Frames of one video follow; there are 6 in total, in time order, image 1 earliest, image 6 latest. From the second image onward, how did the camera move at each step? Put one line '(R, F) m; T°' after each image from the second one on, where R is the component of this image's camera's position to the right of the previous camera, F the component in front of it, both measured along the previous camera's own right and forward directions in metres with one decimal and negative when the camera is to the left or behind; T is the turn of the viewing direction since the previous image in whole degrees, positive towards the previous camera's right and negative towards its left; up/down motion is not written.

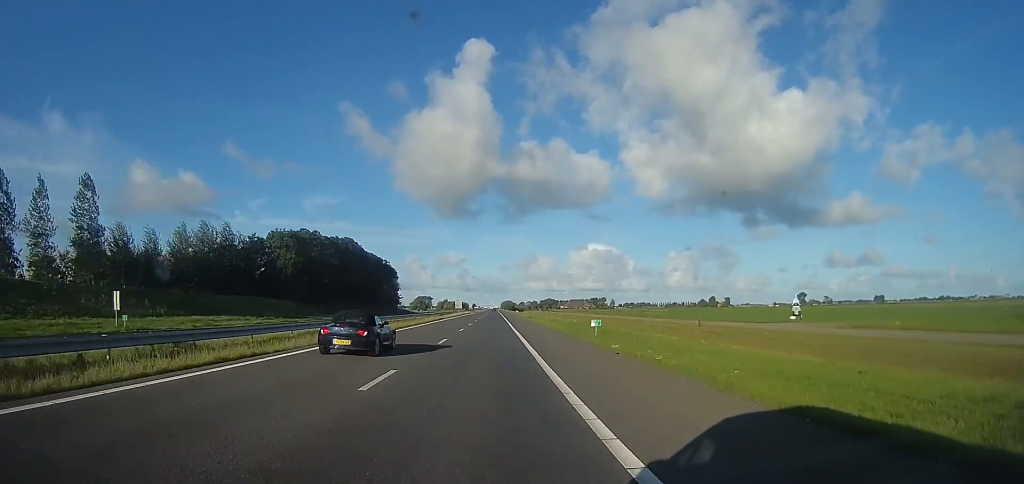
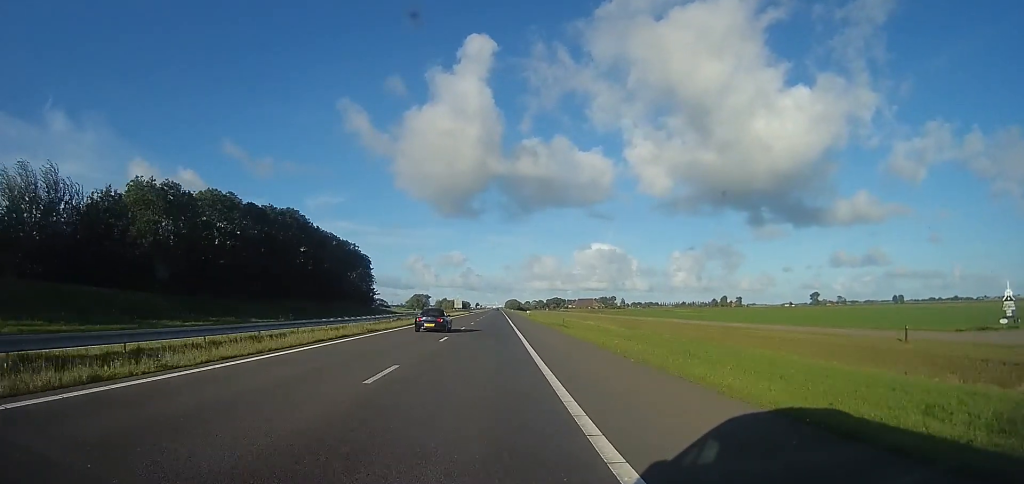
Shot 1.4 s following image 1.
(+0.9, +35.1) m; +3°
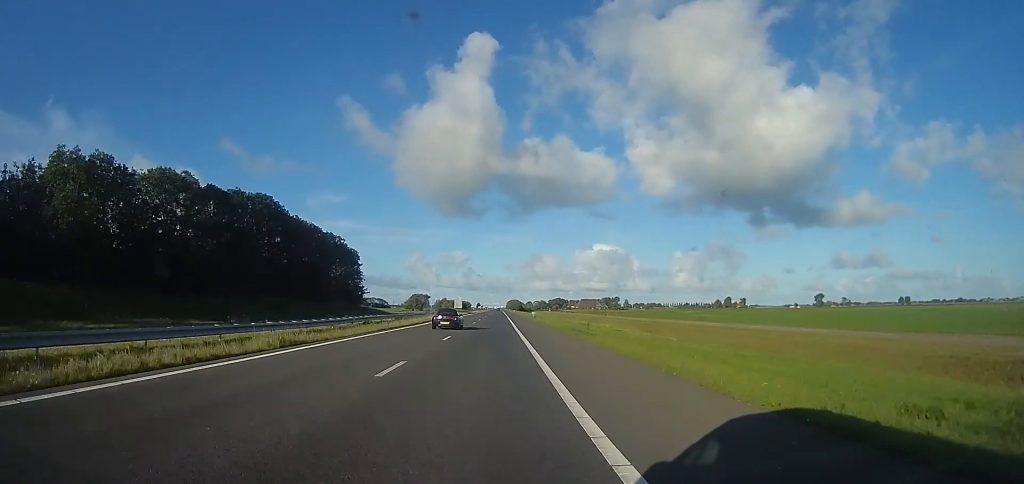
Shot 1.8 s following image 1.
(+0.6, +11.1) m; 0°
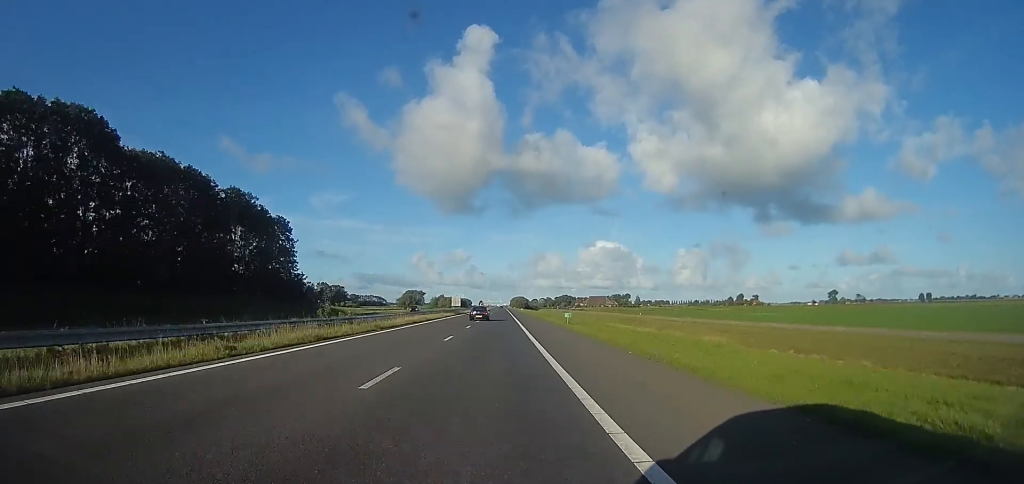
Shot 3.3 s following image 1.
(-1.2, +37.6) m; -3°
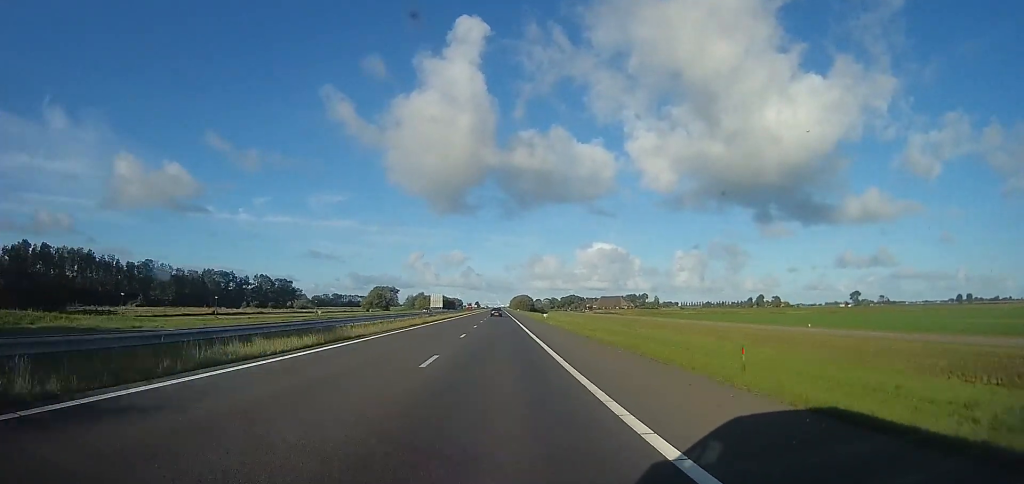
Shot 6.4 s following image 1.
(-0.1, +79.6) m; 0°
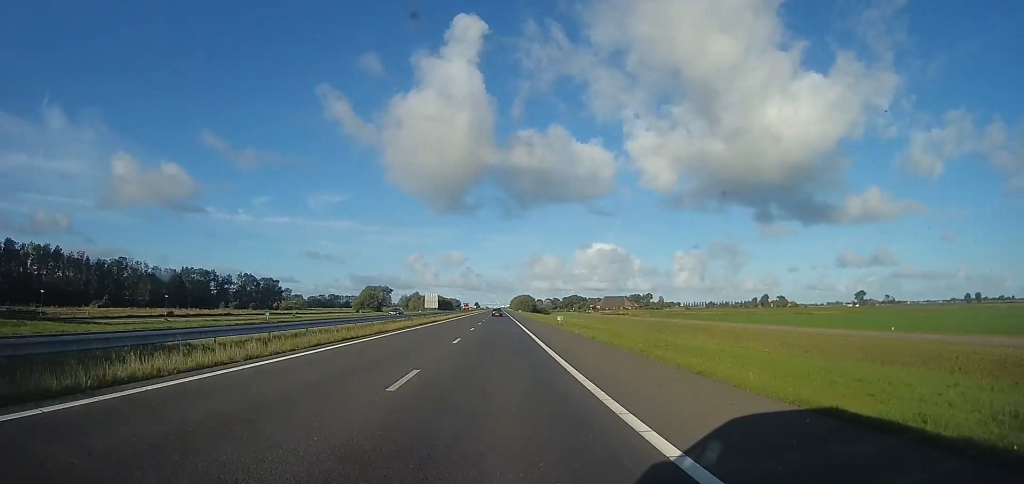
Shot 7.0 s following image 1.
(+0.1, +15.4) m; 0°
